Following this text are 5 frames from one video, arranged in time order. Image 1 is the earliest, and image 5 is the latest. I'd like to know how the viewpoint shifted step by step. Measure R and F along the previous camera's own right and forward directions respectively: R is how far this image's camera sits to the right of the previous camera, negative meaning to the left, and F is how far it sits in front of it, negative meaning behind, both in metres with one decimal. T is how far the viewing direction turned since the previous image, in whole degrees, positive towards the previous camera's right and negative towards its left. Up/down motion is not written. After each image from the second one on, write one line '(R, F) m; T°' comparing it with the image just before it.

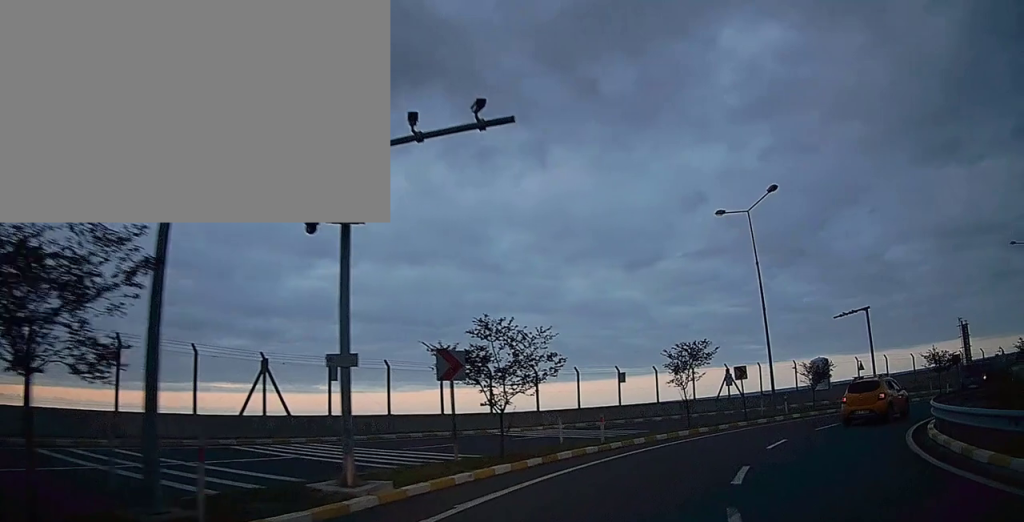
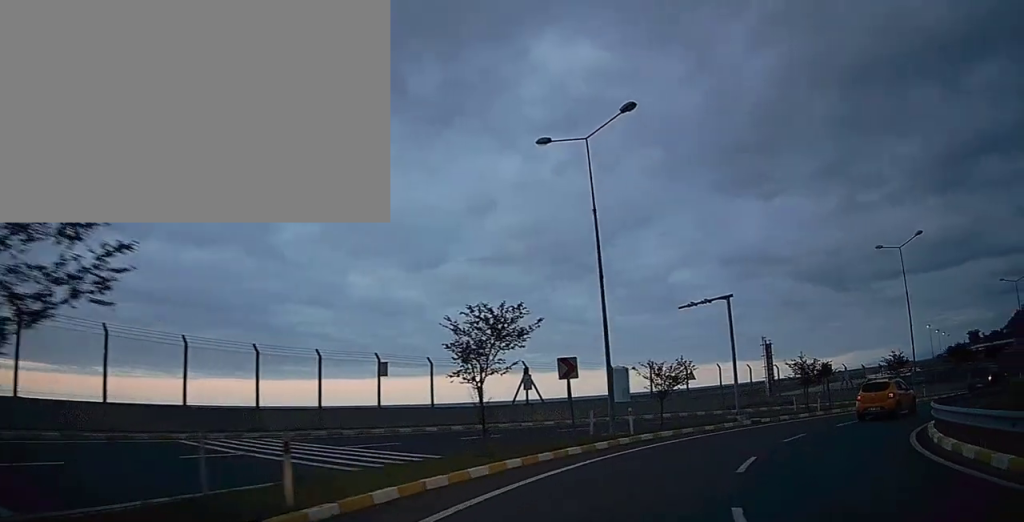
(+1.9, +9.8) m; +21°
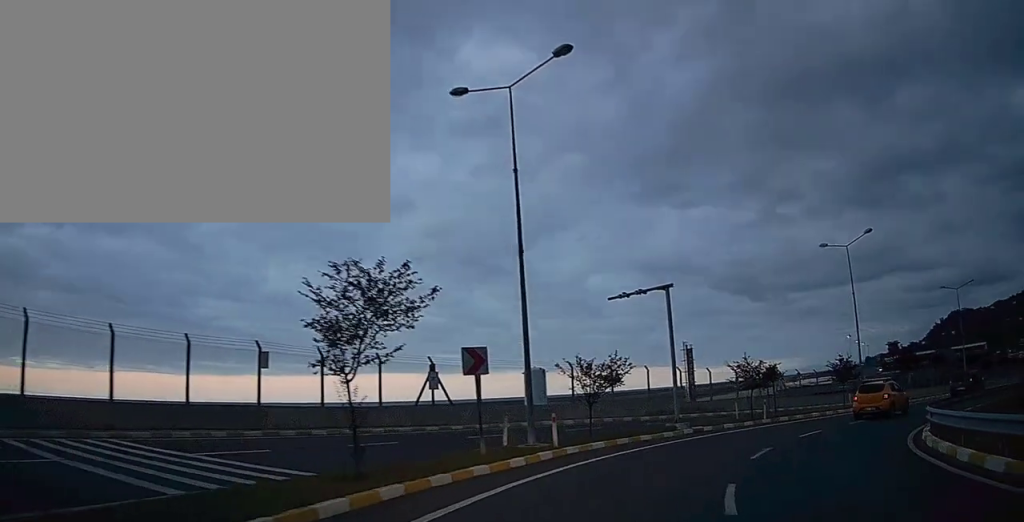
(+0.1, +3.5) m; +7°
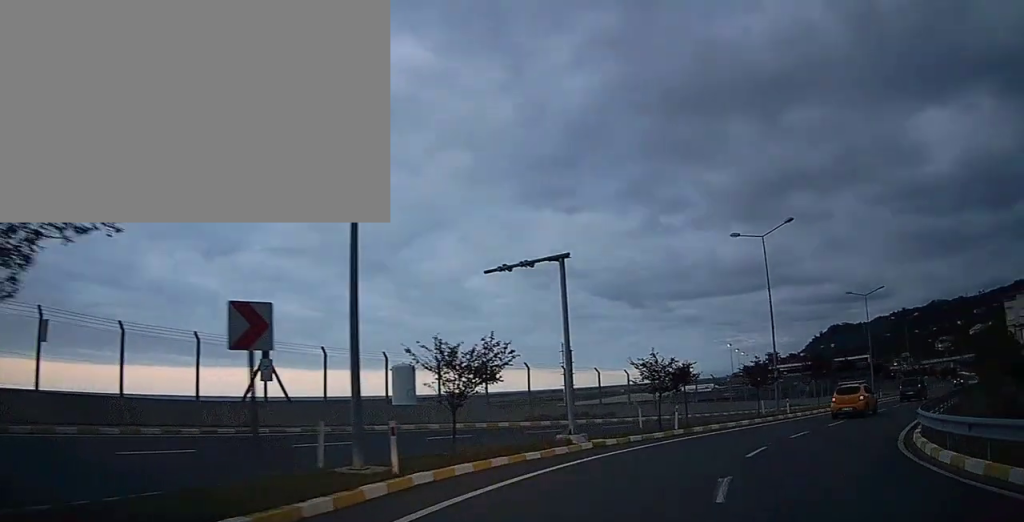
(+0.6, +5.3) m; +12°
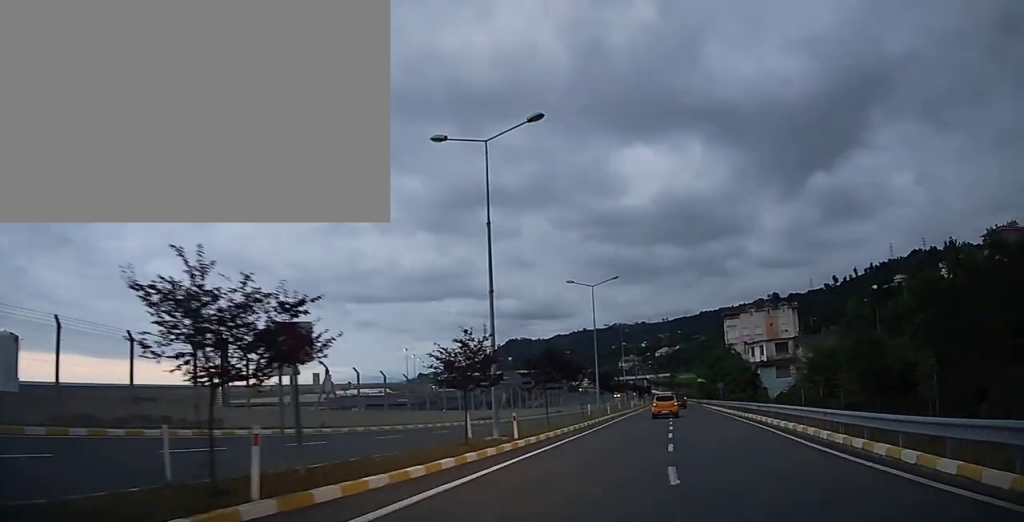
(+4.3, +13.6) m; +34°
